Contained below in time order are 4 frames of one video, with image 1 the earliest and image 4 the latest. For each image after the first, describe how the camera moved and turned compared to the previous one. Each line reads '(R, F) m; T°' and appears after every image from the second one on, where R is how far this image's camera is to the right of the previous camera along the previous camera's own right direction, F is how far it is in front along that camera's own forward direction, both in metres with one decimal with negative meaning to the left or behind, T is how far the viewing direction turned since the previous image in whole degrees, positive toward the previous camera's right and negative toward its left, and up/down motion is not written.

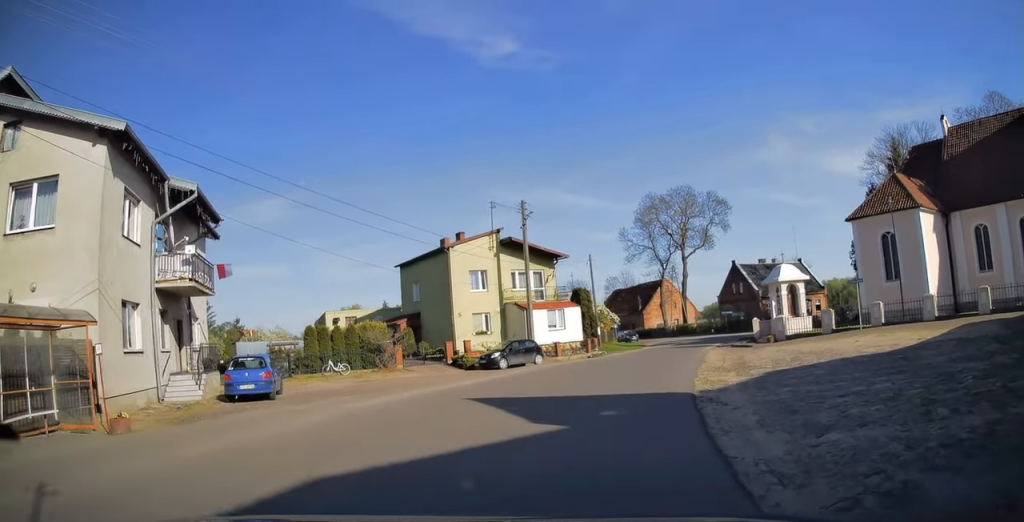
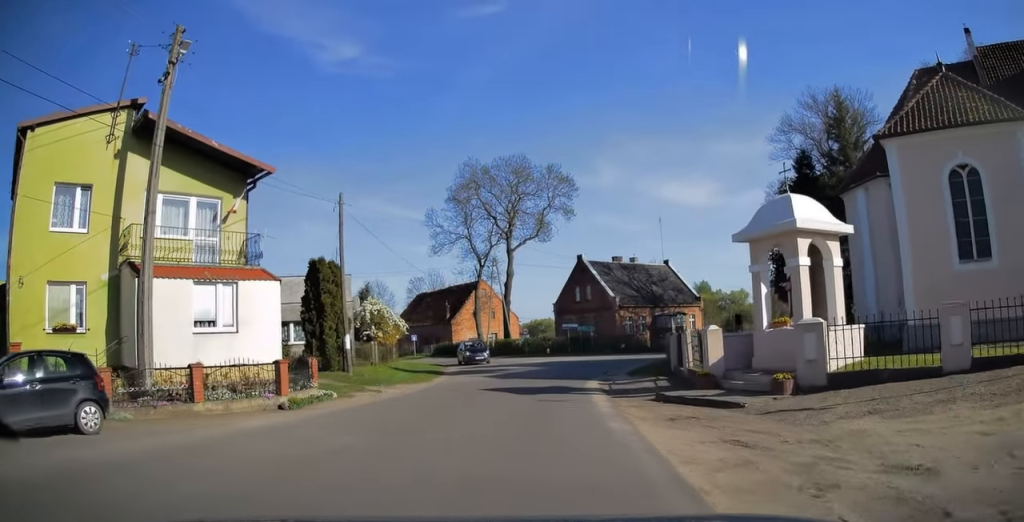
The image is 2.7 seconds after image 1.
(+3.7, +23.5) m; +17°
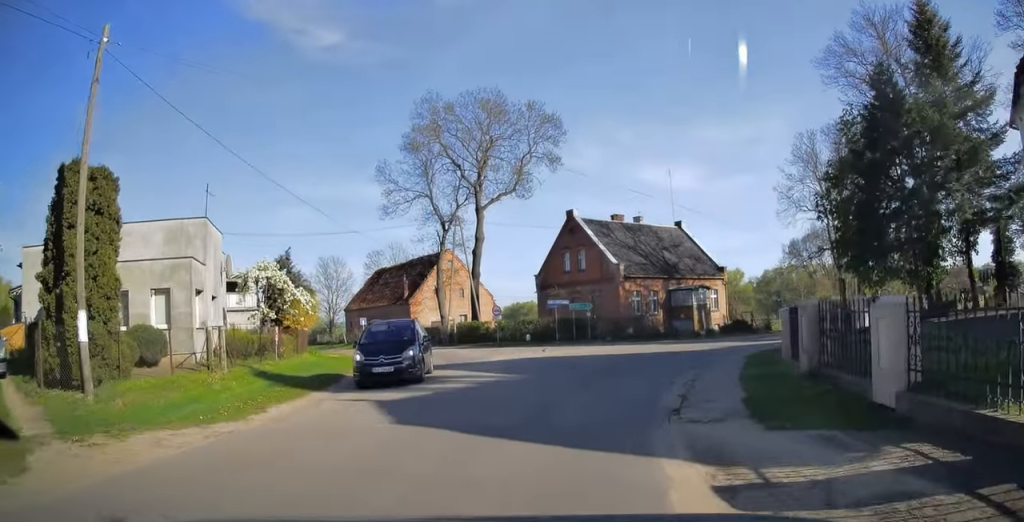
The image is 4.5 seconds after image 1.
(+0.7, +14.8) m; +3°
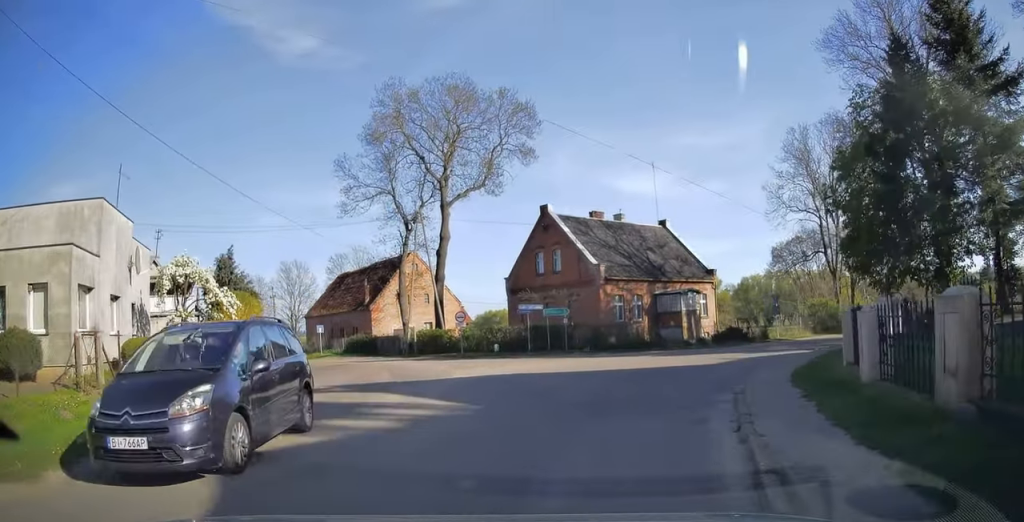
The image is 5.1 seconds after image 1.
(0.0, +5.0) m; +2°
